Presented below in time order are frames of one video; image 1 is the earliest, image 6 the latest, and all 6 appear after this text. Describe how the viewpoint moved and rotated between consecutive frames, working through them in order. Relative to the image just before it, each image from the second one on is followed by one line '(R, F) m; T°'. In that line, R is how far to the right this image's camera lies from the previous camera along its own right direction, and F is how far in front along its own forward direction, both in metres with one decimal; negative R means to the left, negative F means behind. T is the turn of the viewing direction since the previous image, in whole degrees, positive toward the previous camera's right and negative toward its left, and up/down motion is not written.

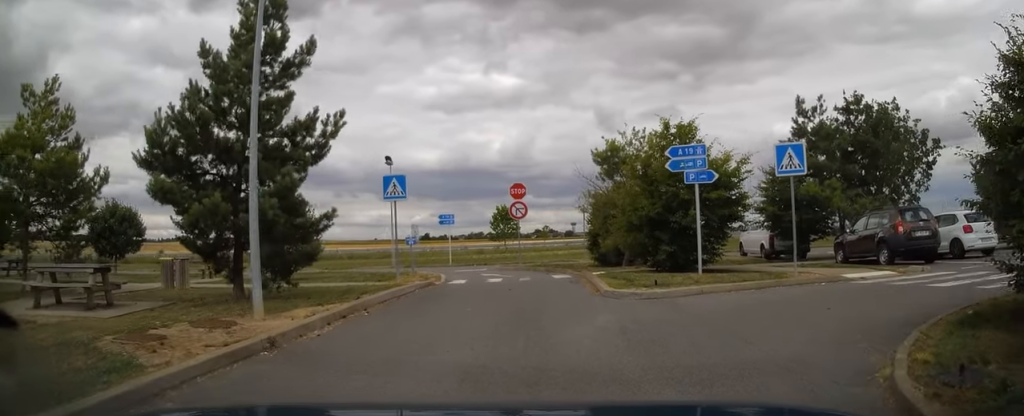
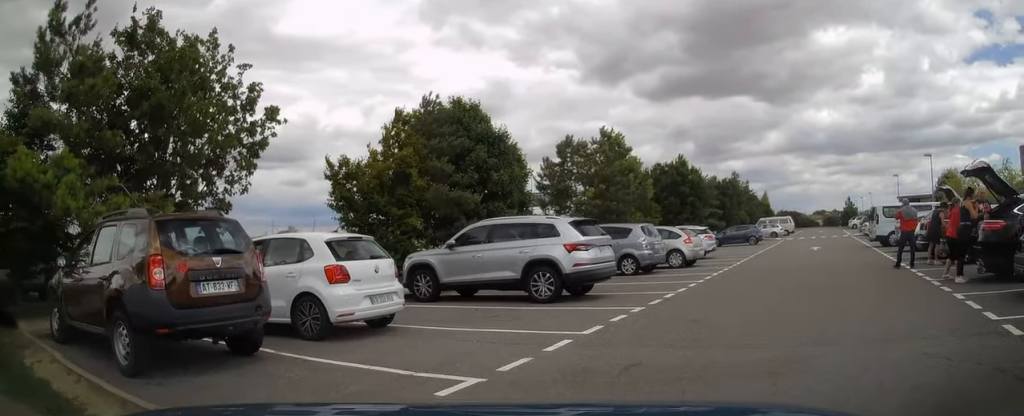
(+5.6, +10.0) m; +63°
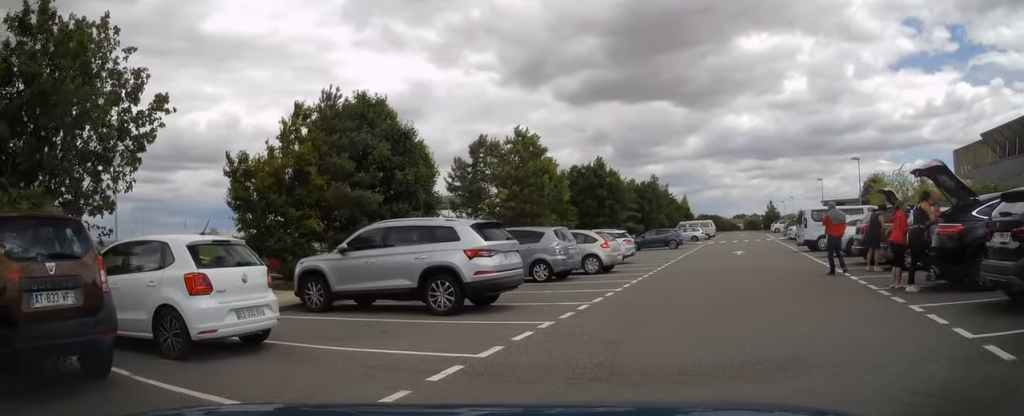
(+0.1, +1.5) m; +5°
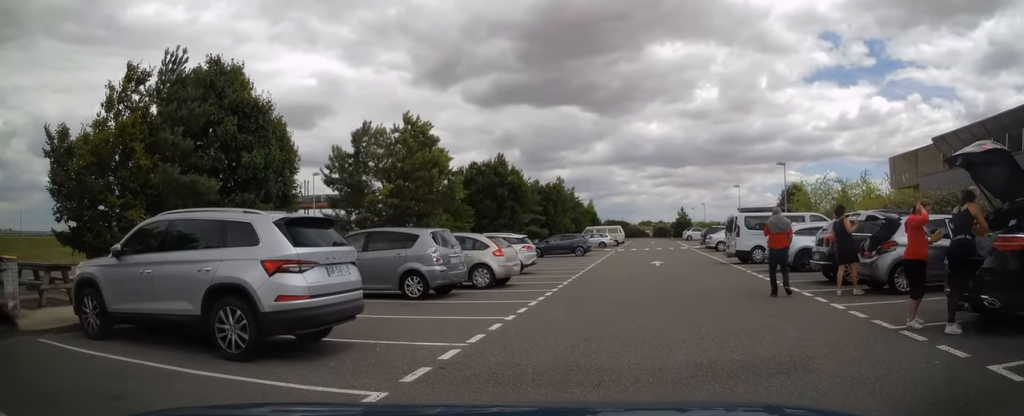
(+0.7, +5.1) m; +12°
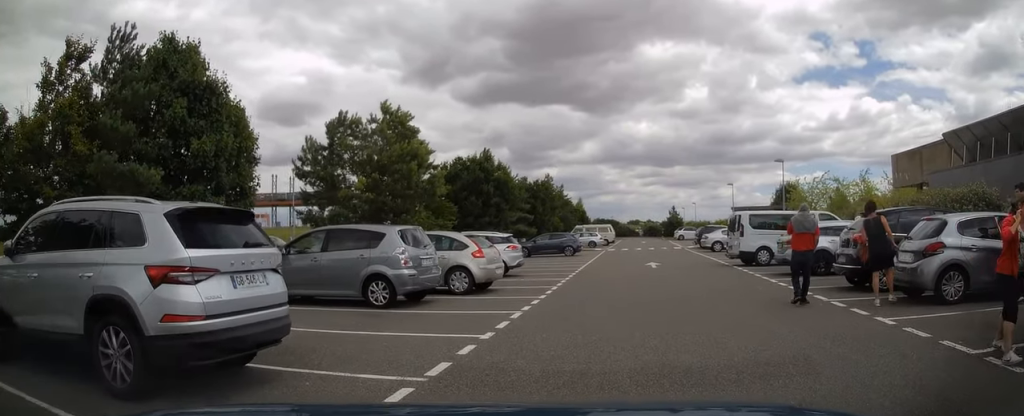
(+0.1, +2.8) m; +3°
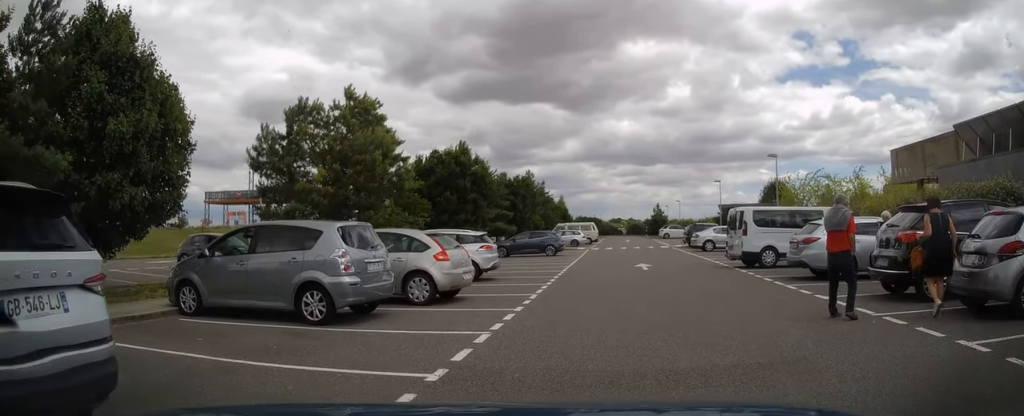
(+0.1, +3.8) m; +4°
